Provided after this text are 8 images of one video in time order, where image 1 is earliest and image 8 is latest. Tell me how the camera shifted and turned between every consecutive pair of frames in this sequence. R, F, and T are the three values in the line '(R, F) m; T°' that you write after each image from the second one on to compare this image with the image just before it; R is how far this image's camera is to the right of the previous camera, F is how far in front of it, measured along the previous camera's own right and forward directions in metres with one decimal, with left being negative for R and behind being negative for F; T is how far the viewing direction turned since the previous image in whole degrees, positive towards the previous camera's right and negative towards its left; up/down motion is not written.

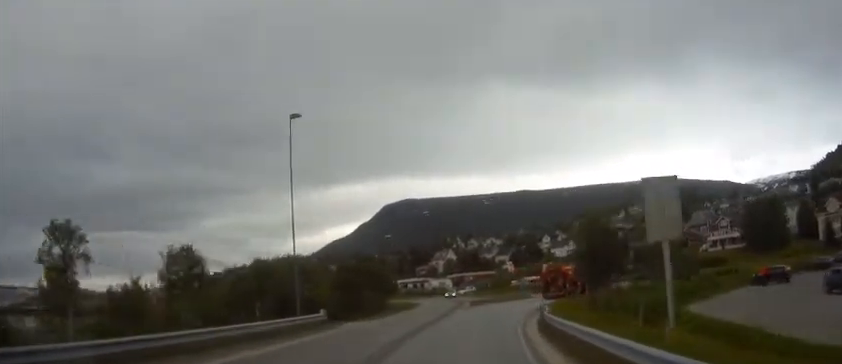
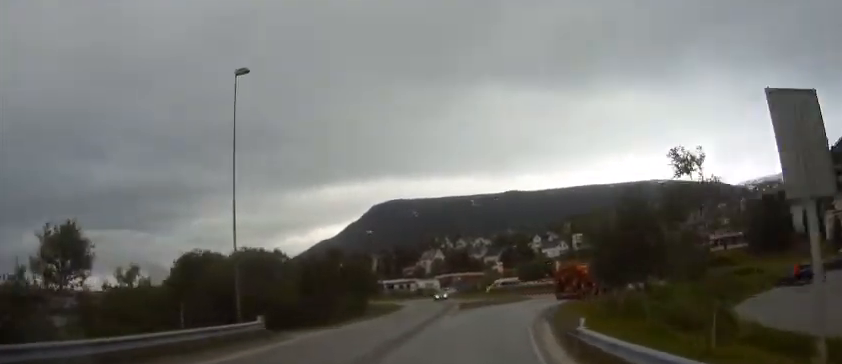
(+0.4, +7.7) m; +3°
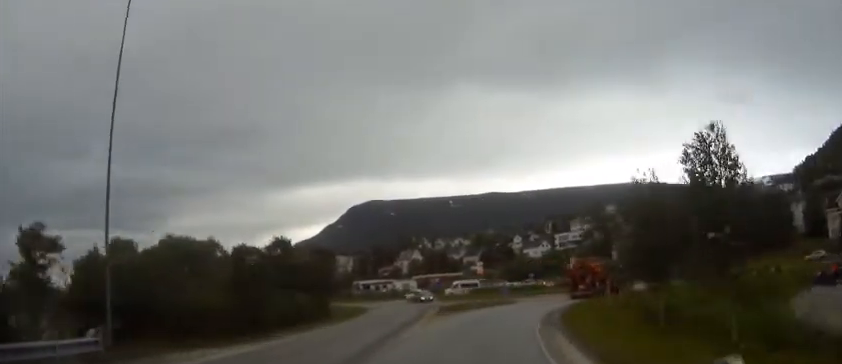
(+0.4, +9.1) m; +1°
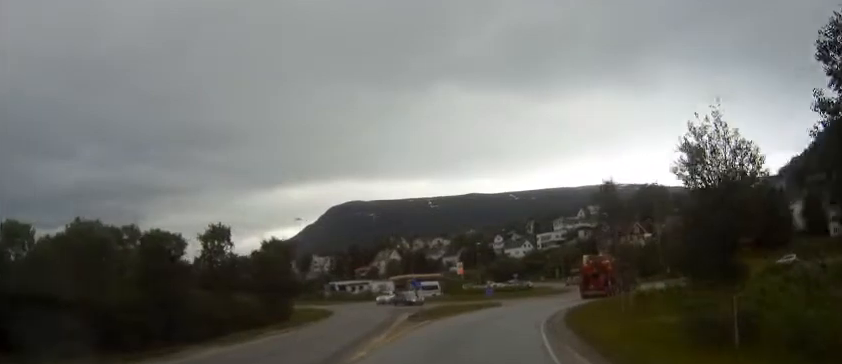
(+0.1, +7.7) m; -3°
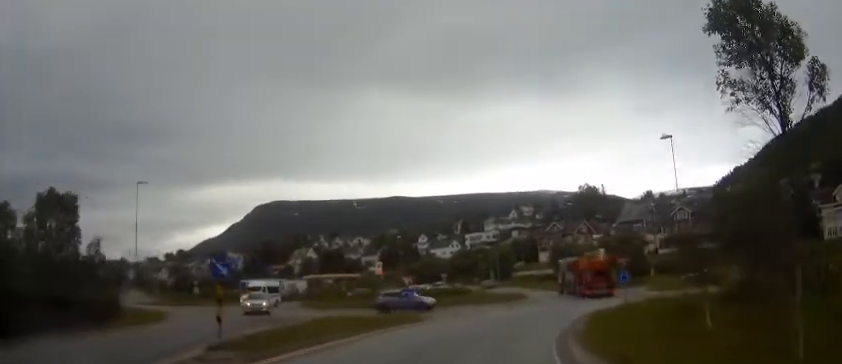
(+0.7, +22.0) m; +3°
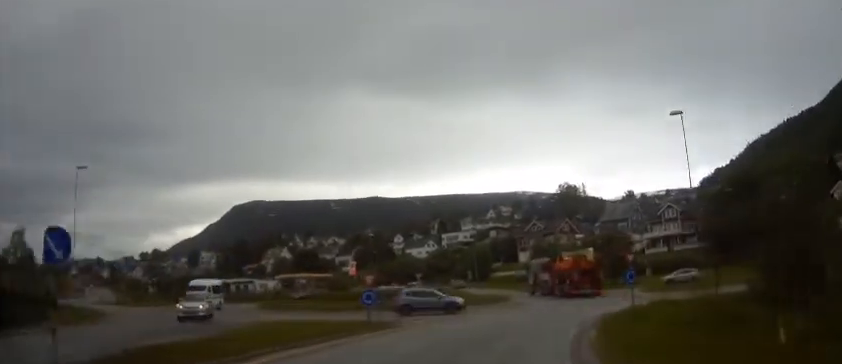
(-0.6, +6.3) m; +4°
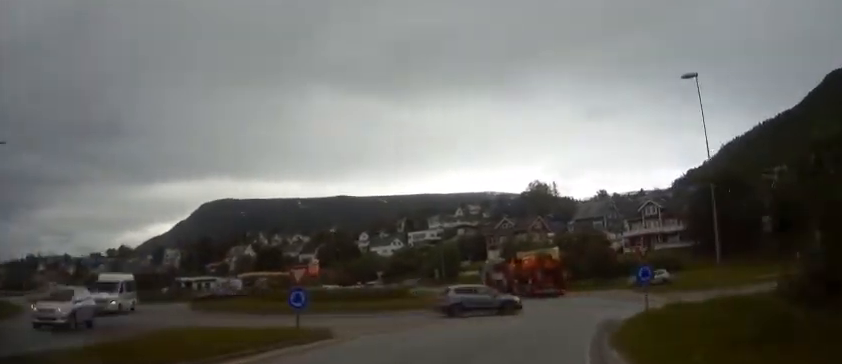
(+0.5, +7.3) m; +10°
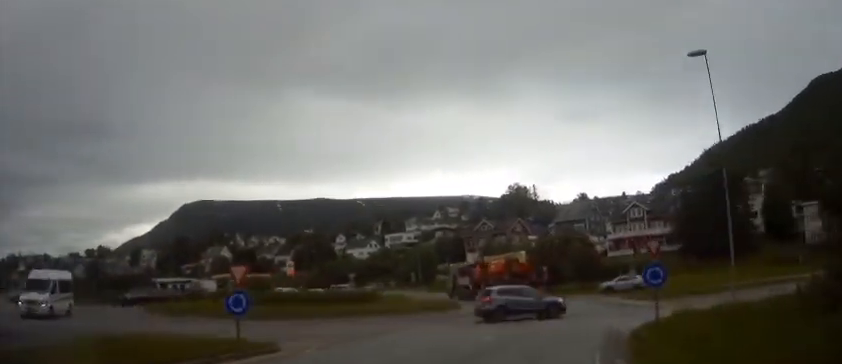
(+0.4, +4.3) m; +8°
